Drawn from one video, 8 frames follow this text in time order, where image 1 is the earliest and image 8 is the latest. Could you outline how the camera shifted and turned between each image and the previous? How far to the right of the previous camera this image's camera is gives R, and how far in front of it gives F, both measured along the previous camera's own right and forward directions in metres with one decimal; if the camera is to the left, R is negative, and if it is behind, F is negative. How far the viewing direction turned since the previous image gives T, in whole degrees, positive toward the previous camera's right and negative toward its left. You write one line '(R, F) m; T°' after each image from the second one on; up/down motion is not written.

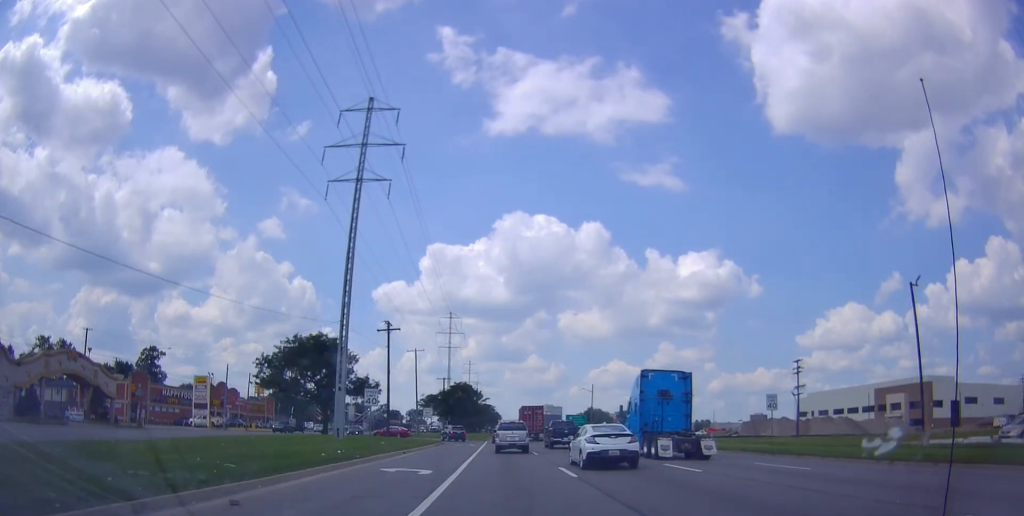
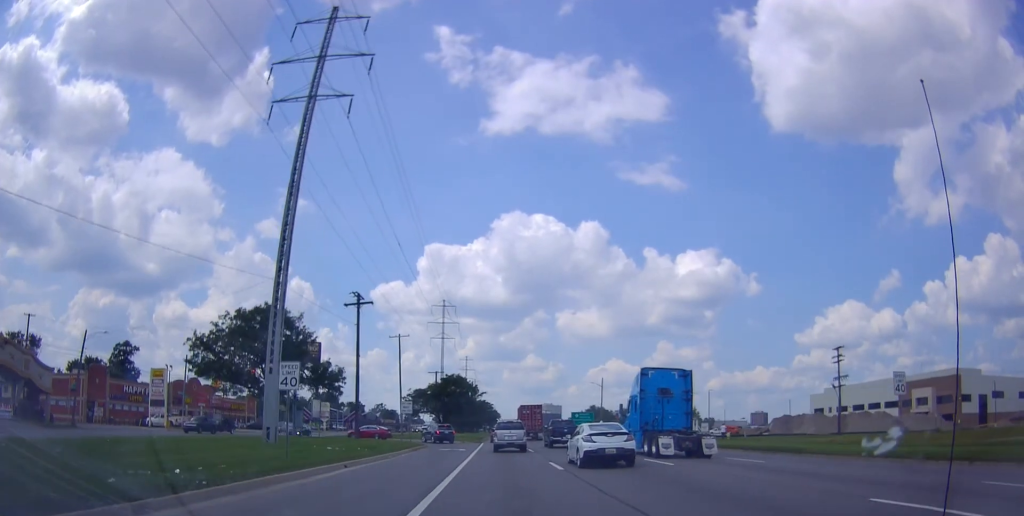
(+0.1, +12.3) m; 0°
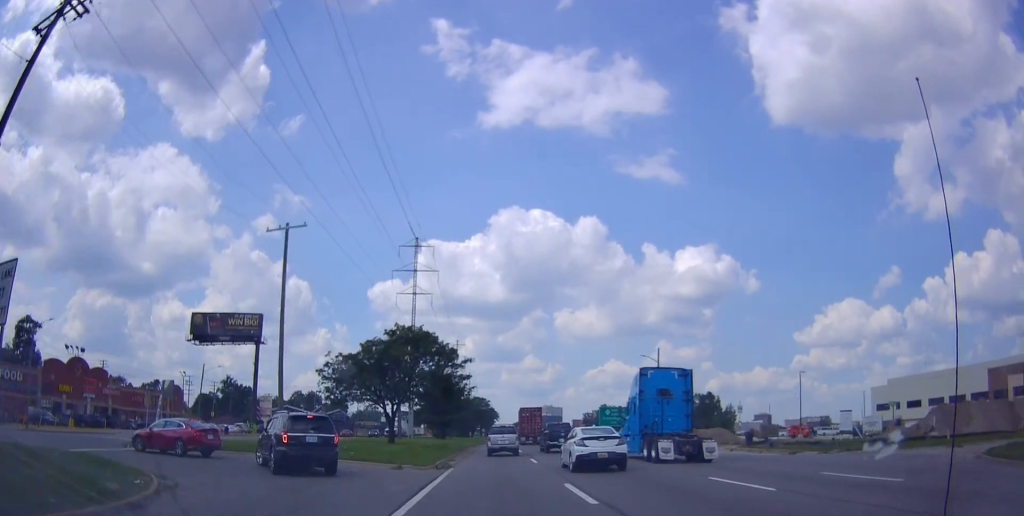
(-0.7, +37.6) m; -1°
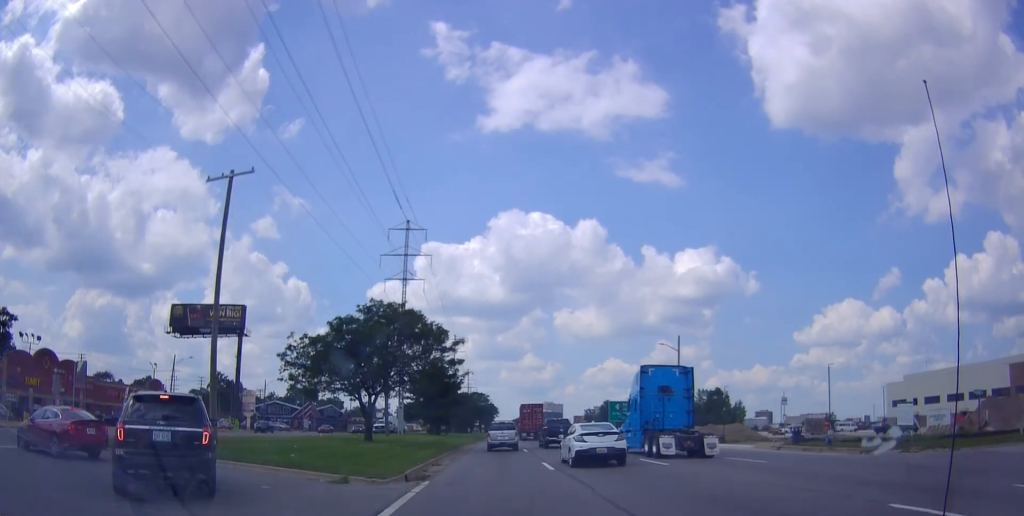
(+0.2, +7.9) m; 0°
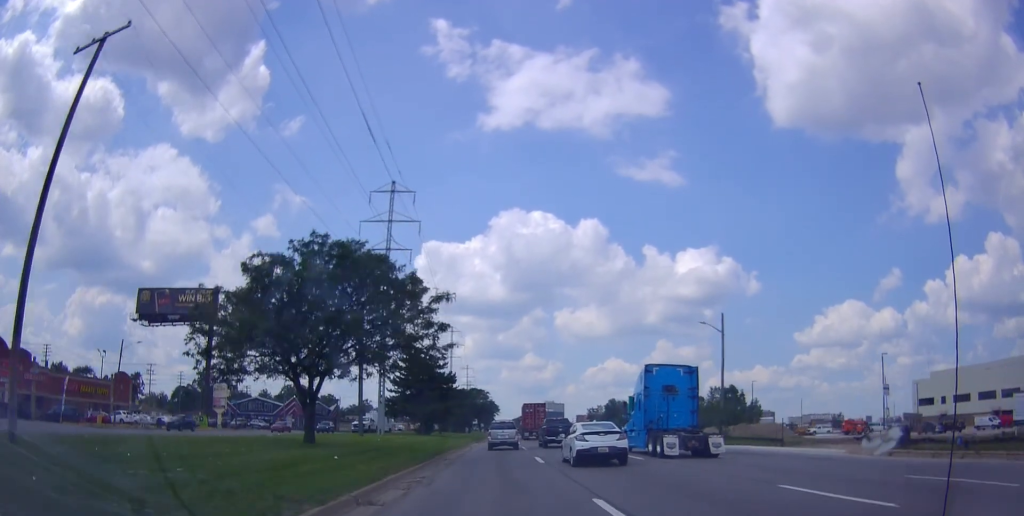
(0.0, +11.9) m; -1°
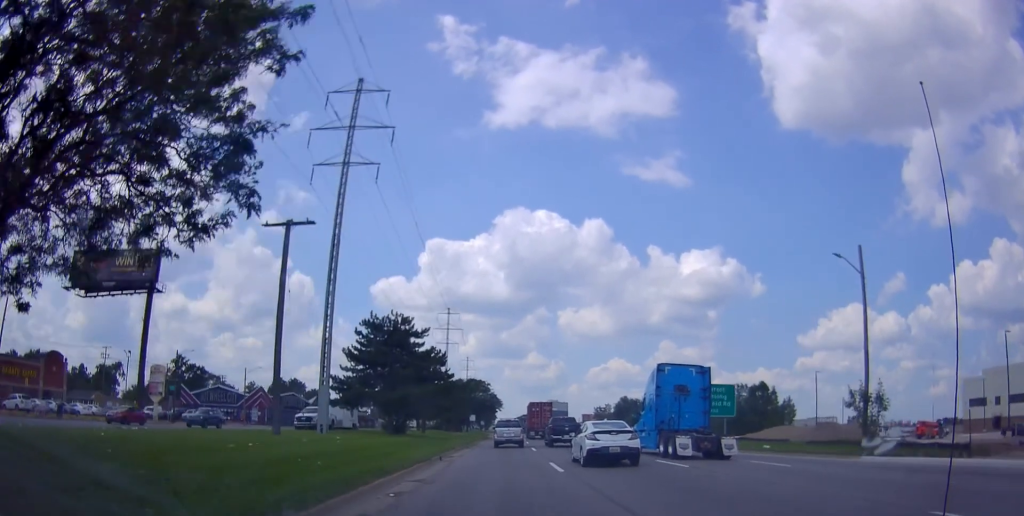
(-0.4, +20.0) m; -1°
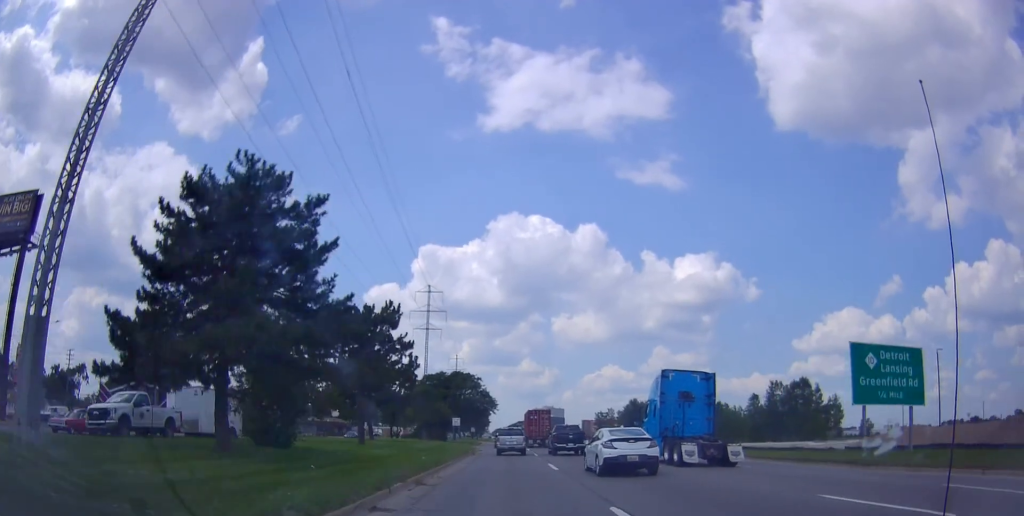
(+0.5, +26.2) m; +2°
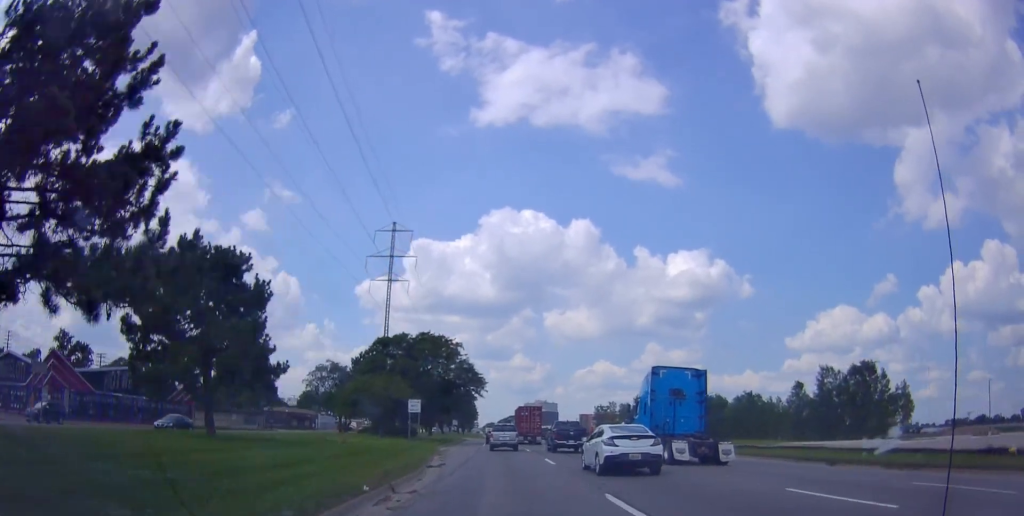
(+0.2, +29.3) m; -1°
